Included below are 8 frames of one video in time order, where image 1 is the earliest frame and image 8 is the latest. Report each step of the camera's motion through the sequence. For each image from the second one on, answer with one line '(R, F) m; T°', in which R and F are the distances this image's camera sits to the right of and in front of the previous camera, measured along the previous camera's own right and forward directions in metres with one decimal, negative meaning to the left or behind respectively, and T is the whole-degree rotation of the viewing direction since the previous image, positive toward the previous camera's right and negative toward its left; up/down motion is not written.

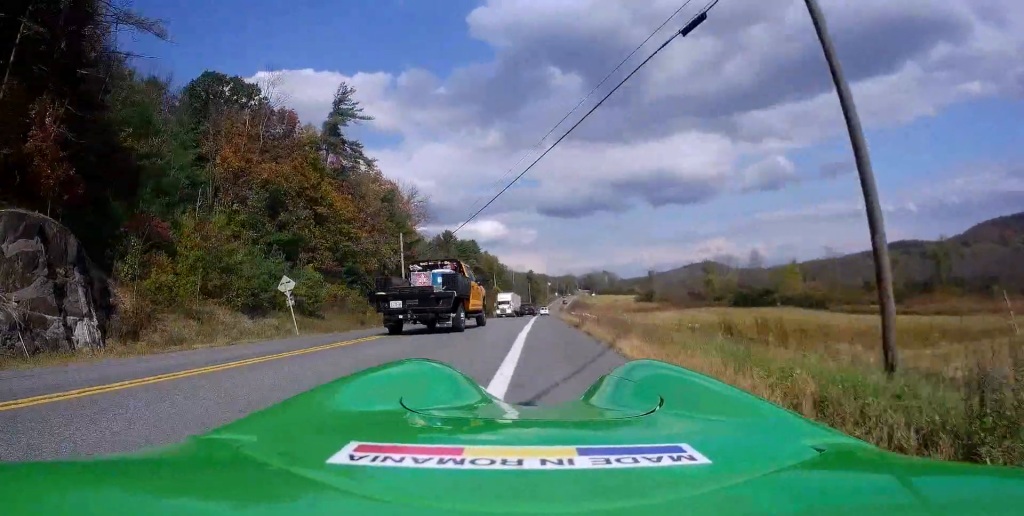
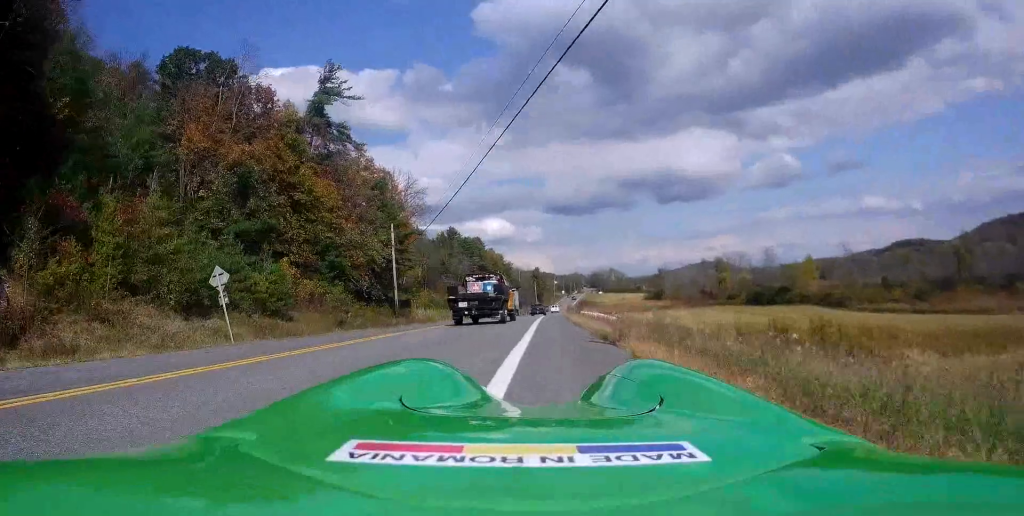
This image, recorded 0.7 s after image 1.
(0.0, +6.8) m; 0°
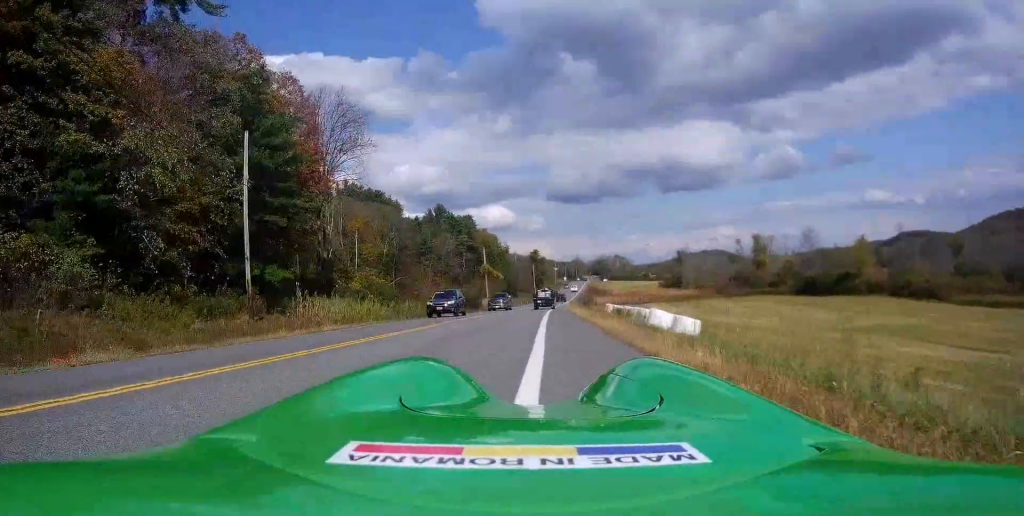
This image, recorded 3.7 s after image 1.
(+0.1, +31.7) m; 0°
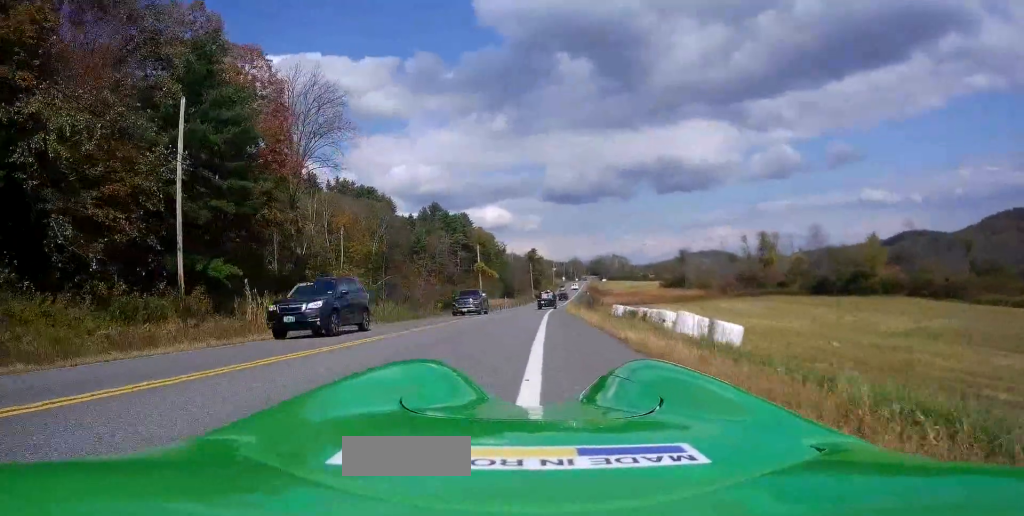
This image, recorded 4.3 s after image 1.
(-0.3, +6.3) m; -1°
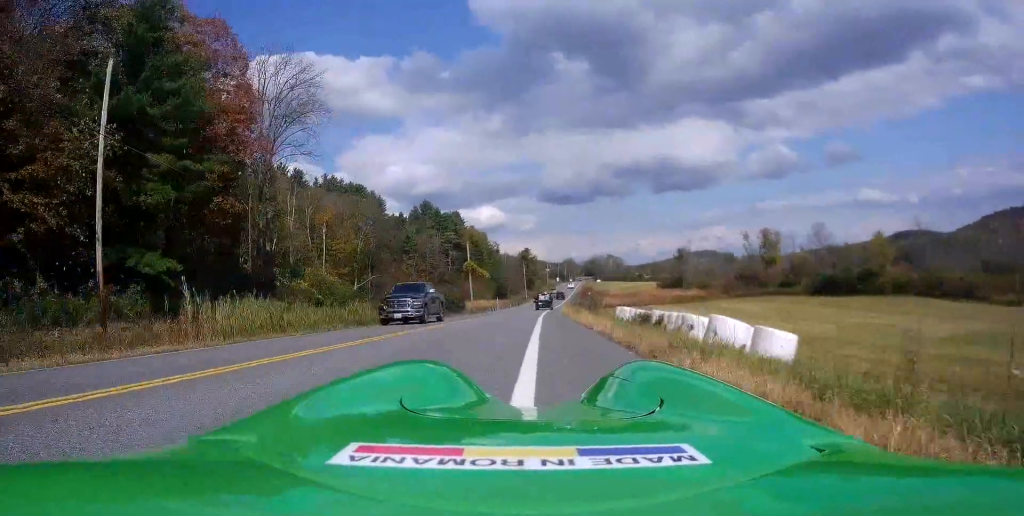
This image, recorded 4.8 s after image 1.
(0.0, +5.0) m; 0°
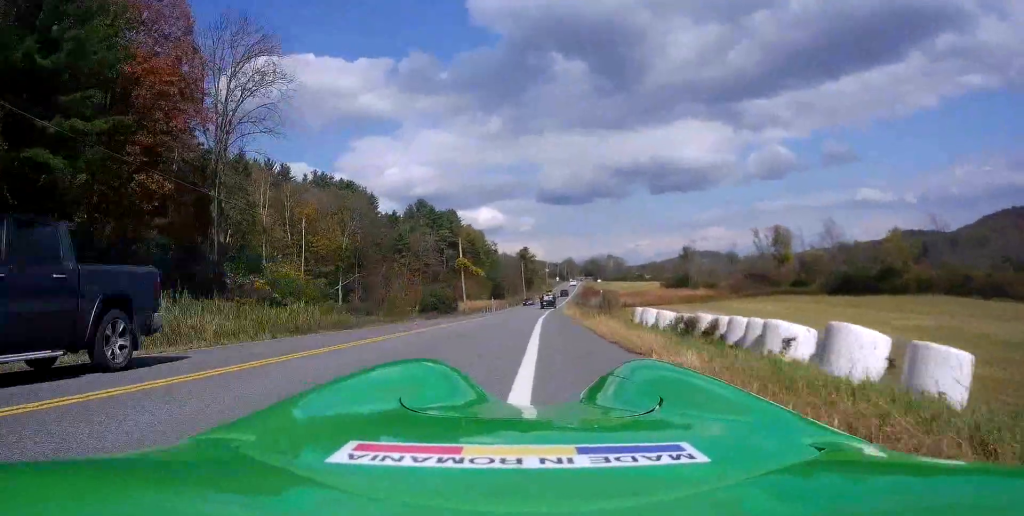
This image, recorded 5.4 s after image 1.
(+0.2, +7.4) m; +1°
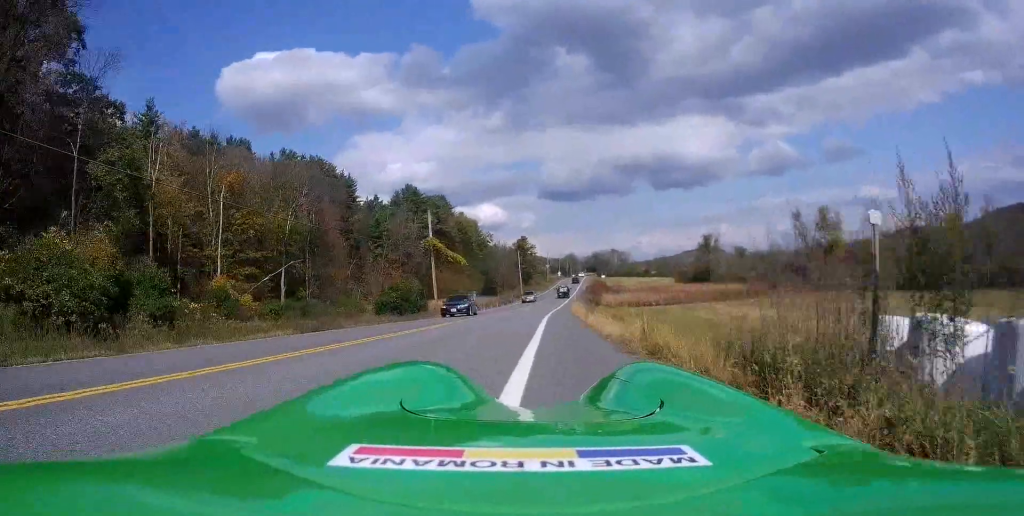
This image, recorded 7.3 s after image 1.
(+0.3, +21.9) m; 0°
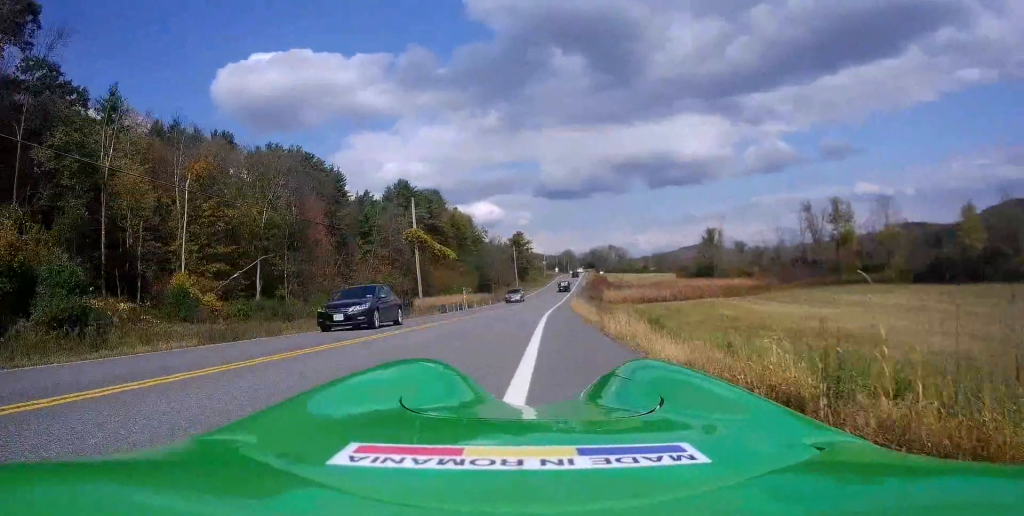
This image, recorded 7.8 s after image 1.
(0.0, +6.1) m; 0°
